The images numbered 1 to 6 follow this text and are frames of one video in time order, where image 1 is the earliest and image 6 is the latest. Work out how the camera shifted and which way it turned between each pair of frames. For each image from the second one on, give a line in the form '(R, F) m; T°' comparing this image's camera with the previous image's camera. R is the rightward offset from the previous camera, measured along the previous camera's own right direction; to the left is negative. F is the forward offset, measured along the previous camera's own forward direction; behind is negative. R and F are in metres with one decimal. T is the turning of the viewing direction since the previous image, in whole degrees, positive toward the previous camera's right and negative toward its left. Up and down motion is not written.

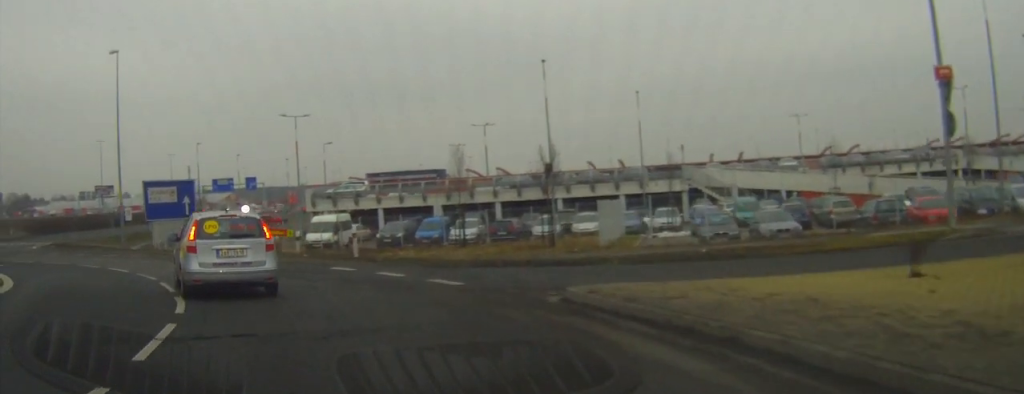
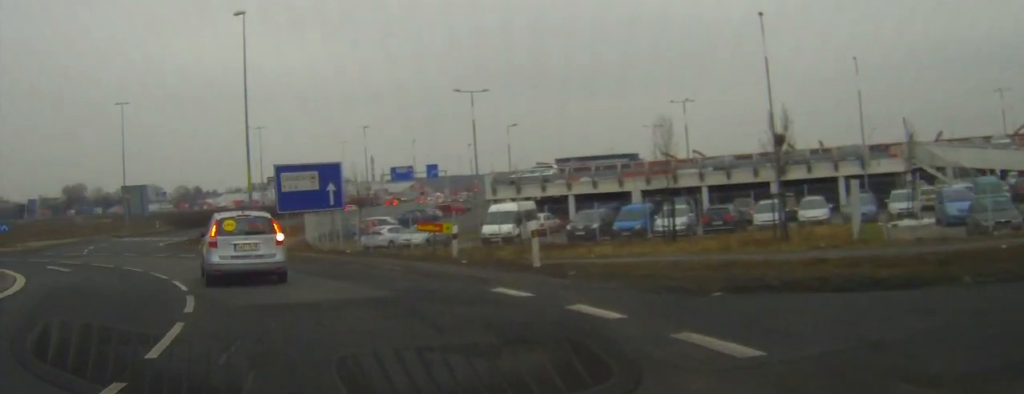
(-1.2, +9.1) m; -14°
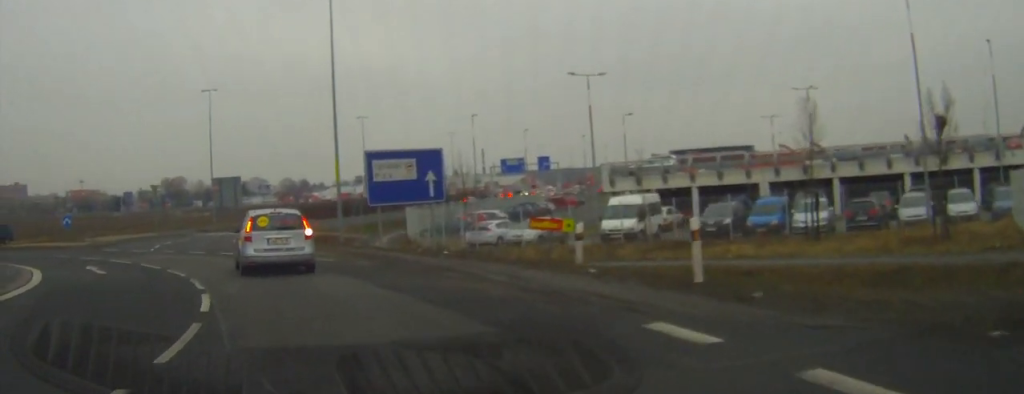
(-0.4, +5.1) m; -6°
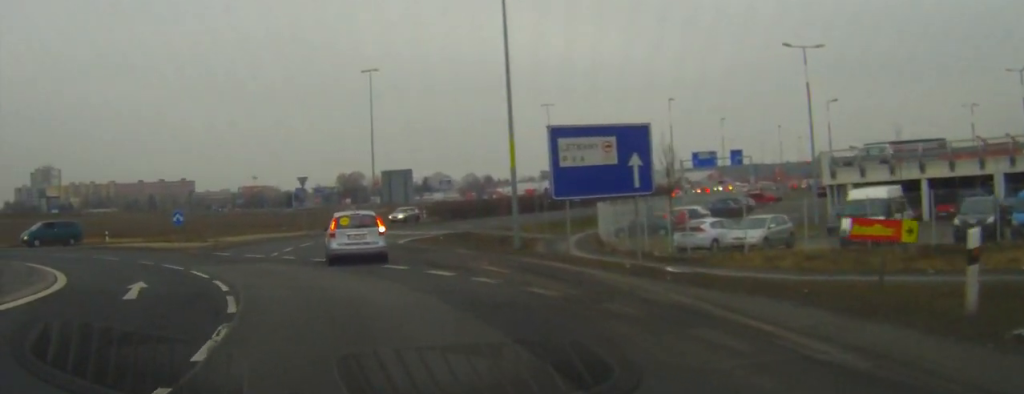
(-0.6, +9.0) m; -9°
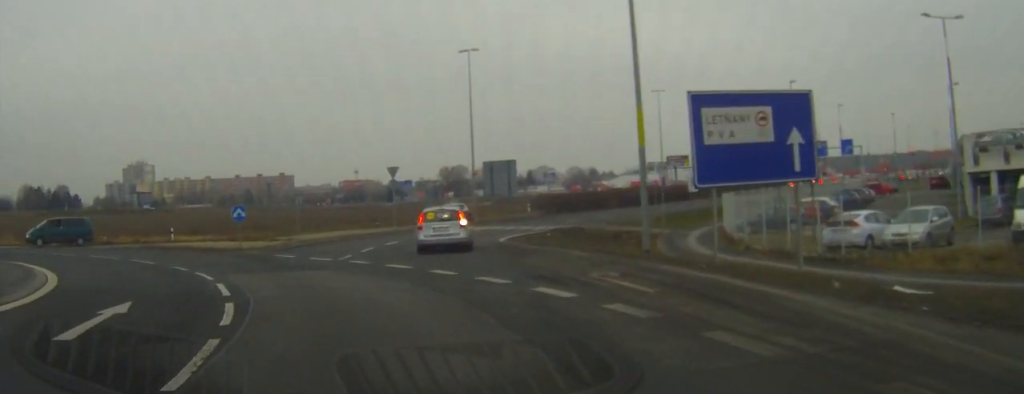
(-0.5, +6.0) m; -7°
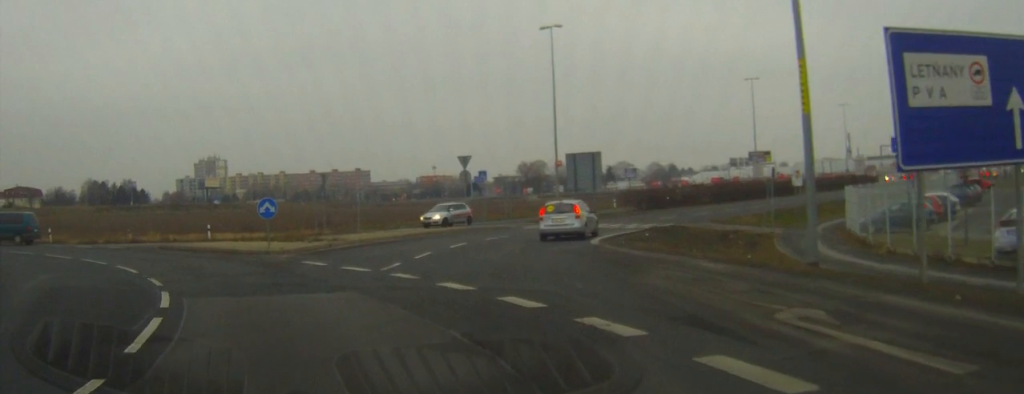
(-0.4, +6.9) m; -5°
